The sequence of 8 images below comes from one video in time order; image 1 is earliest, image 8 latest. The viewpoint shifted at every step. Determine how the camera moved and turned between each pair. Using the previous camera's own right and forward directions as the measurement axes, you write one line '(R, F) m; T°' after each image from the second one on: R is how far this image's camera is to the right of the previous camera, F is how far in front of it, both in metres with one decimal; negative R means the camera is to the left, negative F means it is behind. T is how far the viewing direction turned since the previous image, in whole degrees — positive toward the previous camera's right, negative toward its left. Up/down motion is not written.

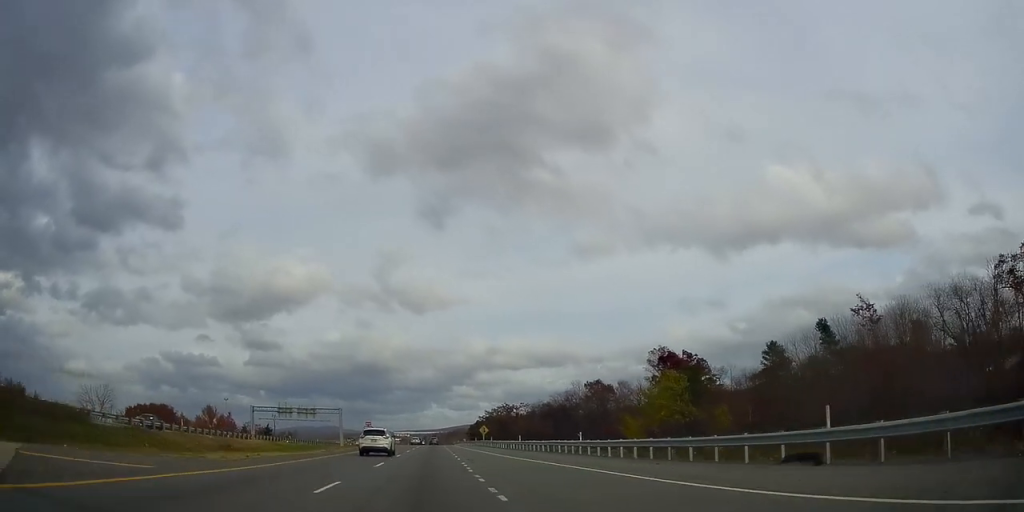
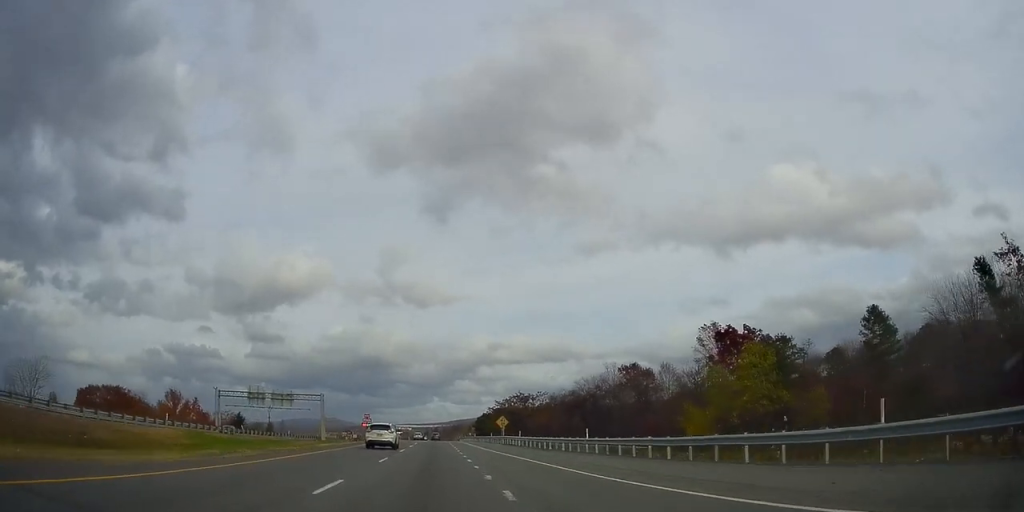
(+0.4, +24.9) m; 0°
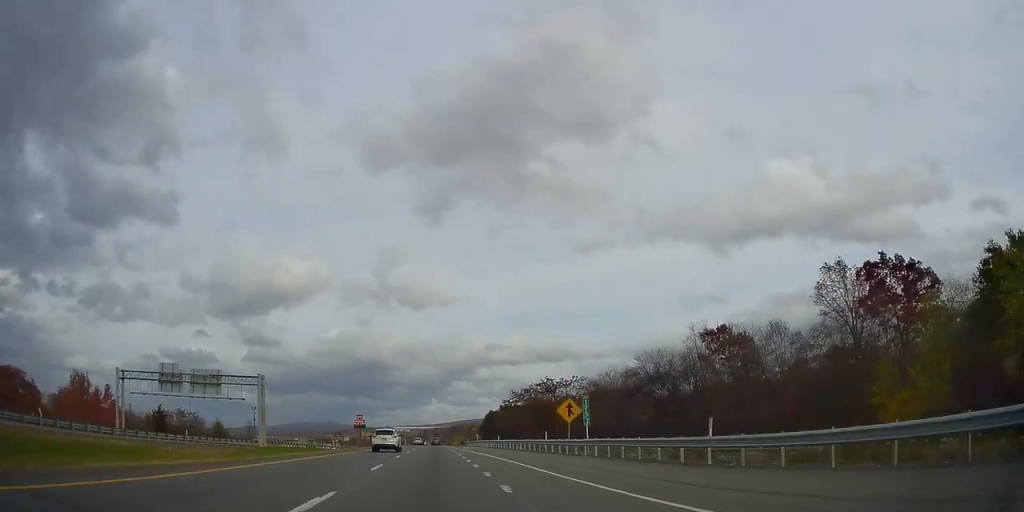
(-0.5, +39.3) m; 0°
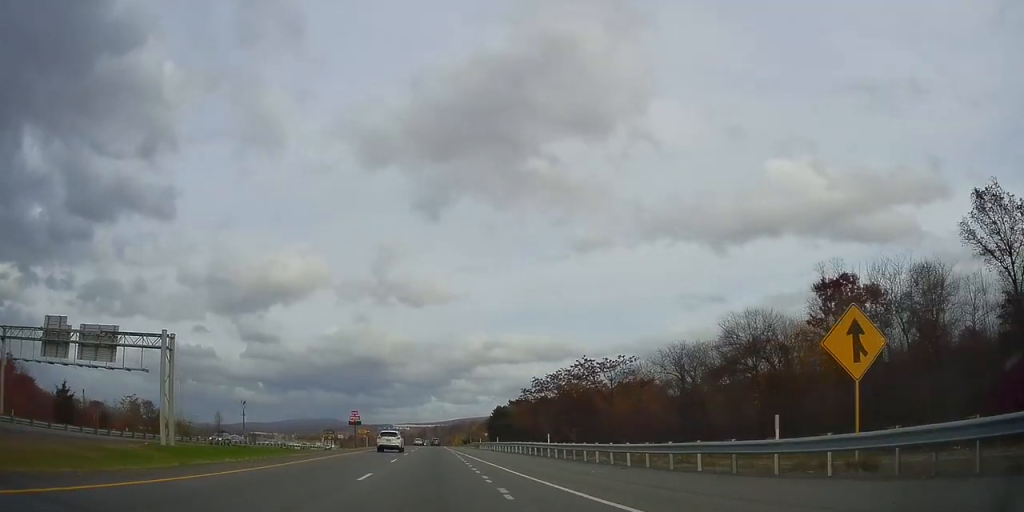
(+0.2, +27.2) m; +1°
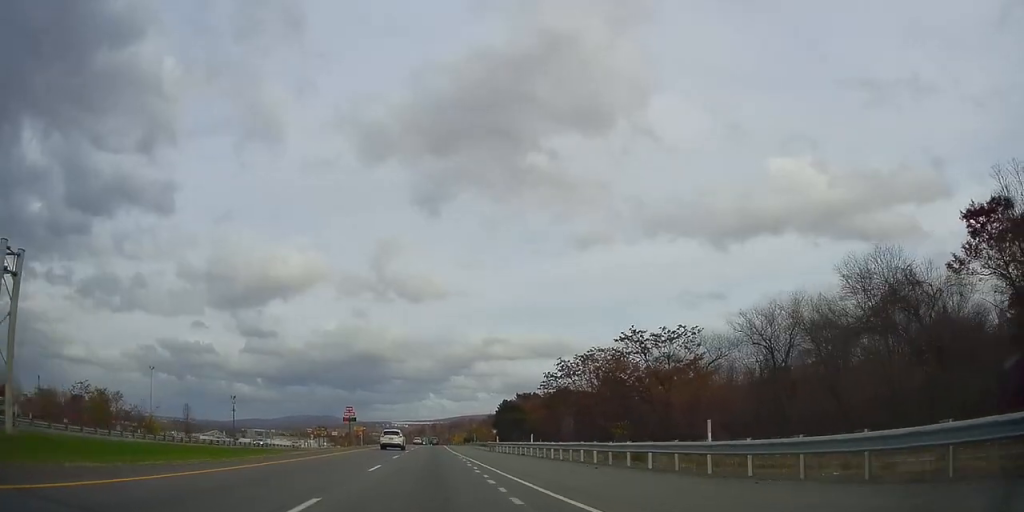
(+0.2, +20.8) m; 0°
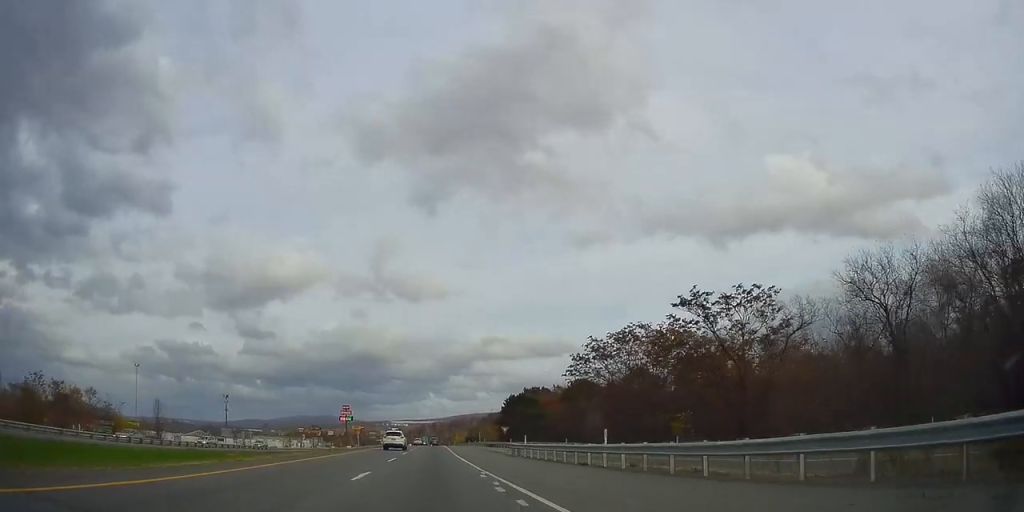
(+0.1, +15.9) m; -1°
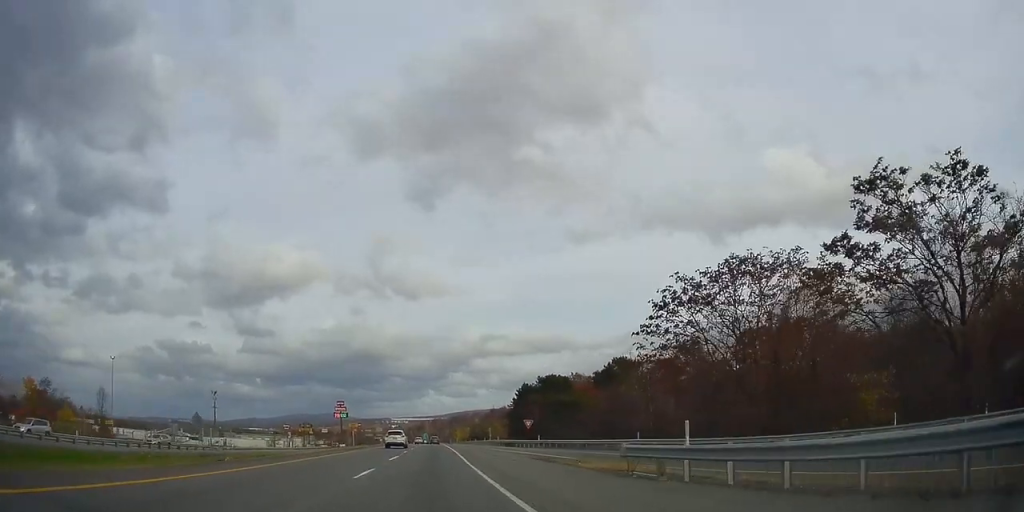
(-0.3, +23.3) m; -1°
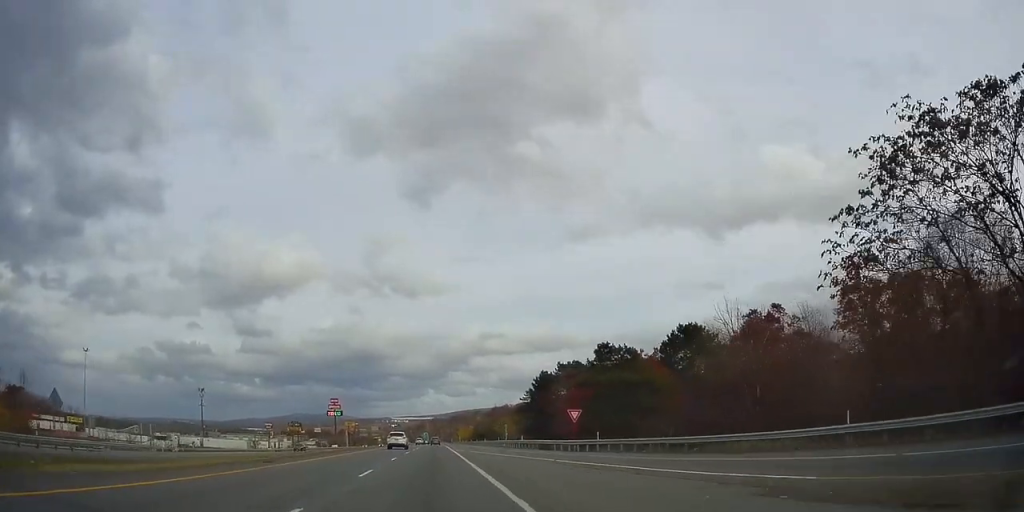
(-0.2, +23.4) m; 0°
